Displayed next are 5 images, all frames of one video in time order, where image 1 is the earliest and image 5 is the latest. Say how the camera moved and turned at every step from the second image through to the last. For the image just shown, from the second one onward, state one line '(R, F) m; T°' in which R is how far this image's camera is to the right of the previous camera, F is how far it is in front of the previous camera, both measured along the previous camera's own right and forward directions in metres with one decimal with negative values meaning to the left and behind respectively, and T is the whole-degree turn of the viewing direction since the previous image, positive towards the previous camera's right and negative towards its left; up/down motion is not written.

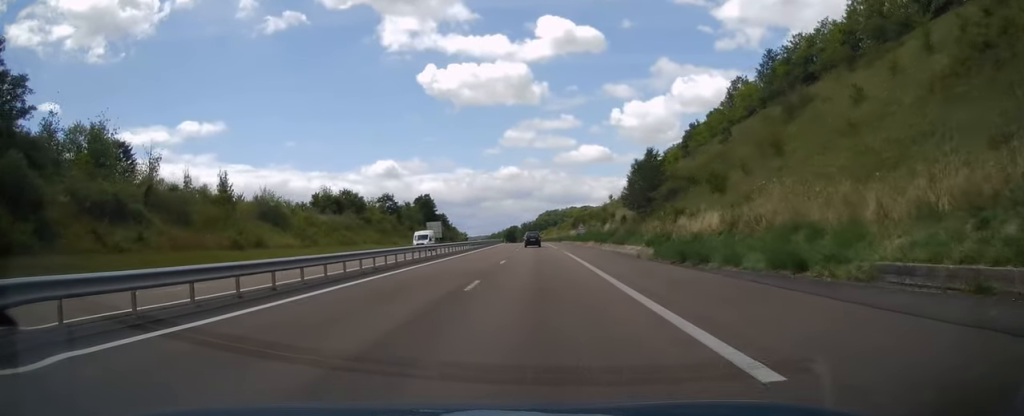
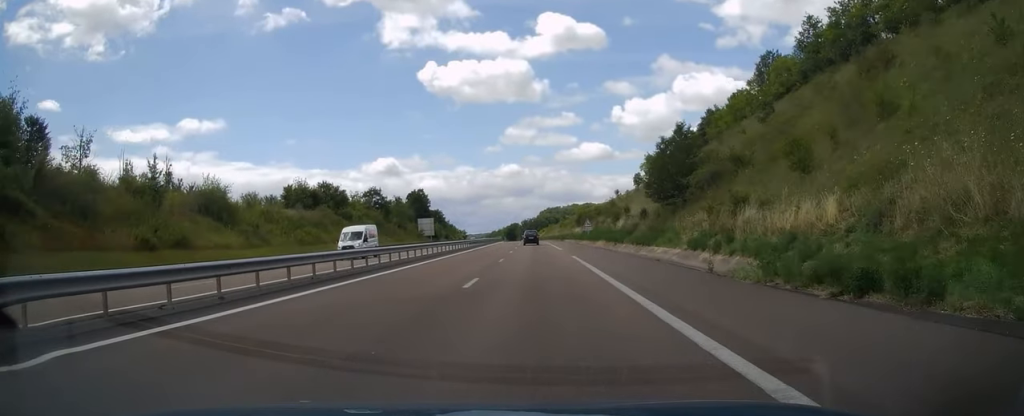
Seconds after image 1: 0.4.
(-0.1, +12.8) m; 0°
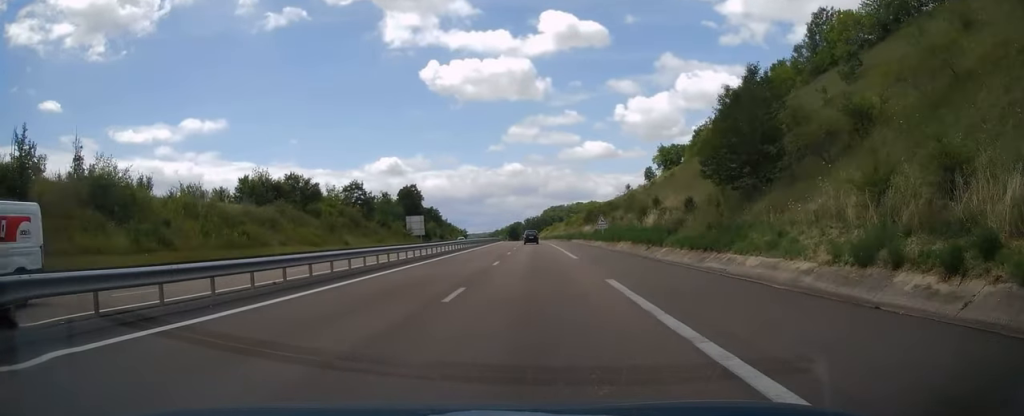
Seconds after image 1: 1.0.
(-0.1, +16.2) m; 0°
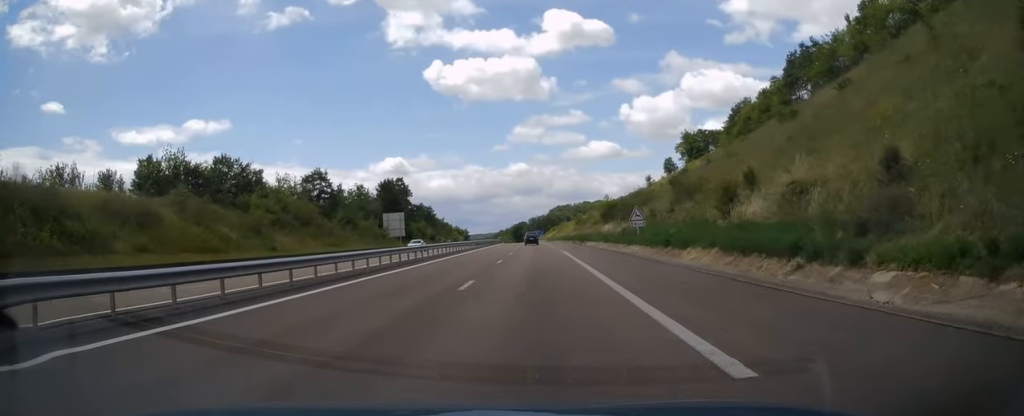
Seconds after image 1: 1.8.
(0.0, +23.5) m; 0°
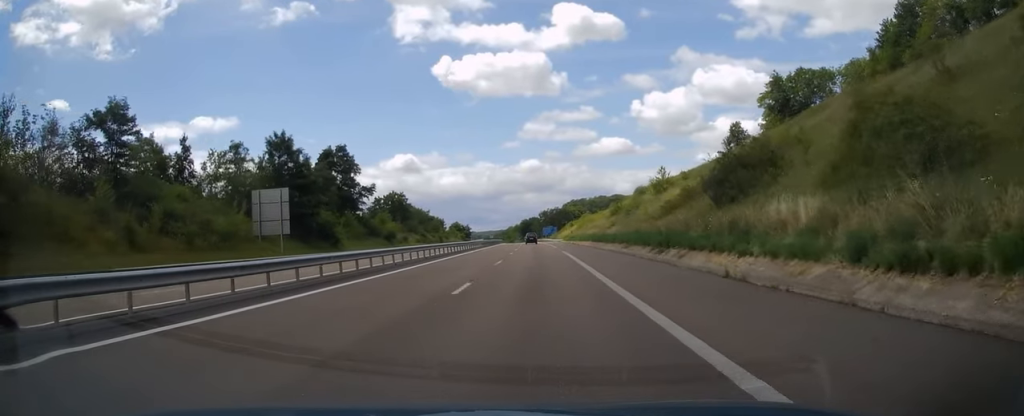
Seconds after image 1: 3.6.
(-0.3, +53.5) m; -1°
